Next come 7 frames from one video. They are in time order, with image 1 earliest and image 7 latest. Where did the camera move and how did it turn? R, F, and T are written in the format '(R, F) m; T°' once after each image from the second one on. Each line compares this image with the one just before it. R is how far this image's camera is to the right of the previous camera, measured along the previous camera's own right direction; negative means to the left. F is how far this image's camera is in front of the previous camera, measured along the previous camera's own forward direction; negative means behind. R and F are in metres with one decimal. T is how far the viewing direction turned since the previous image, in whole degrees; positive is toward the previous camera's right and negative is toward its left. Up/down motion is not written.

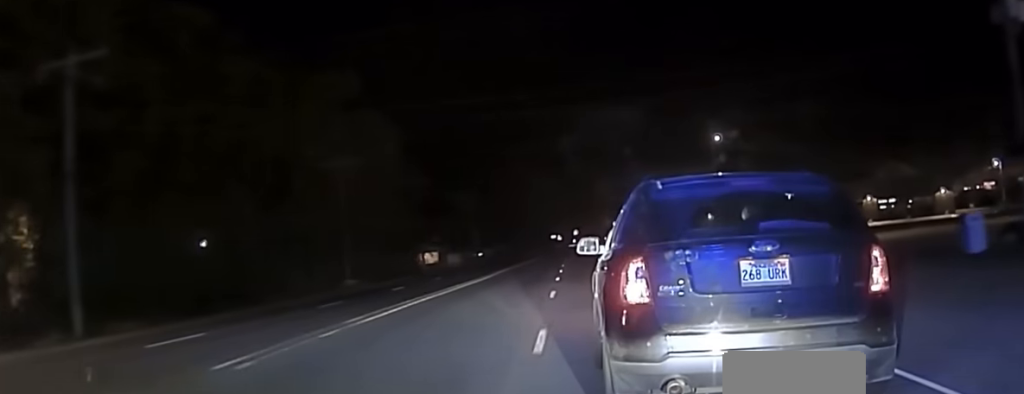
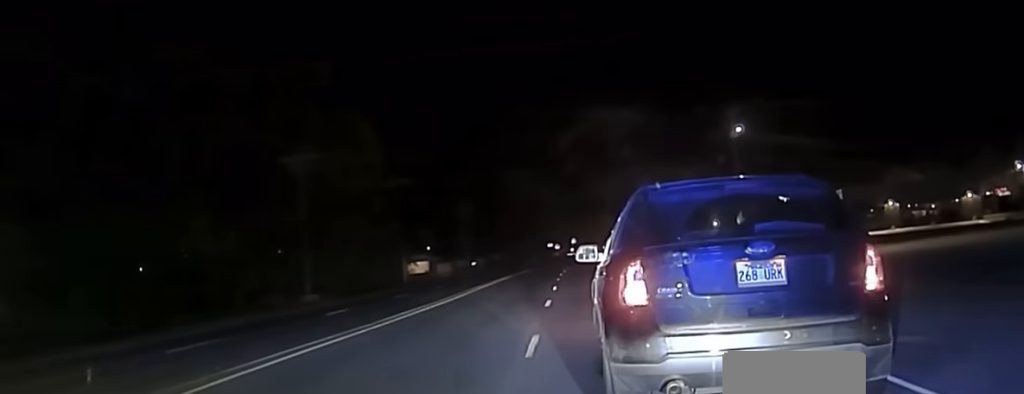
(-0.1, +9.3) m; -1°
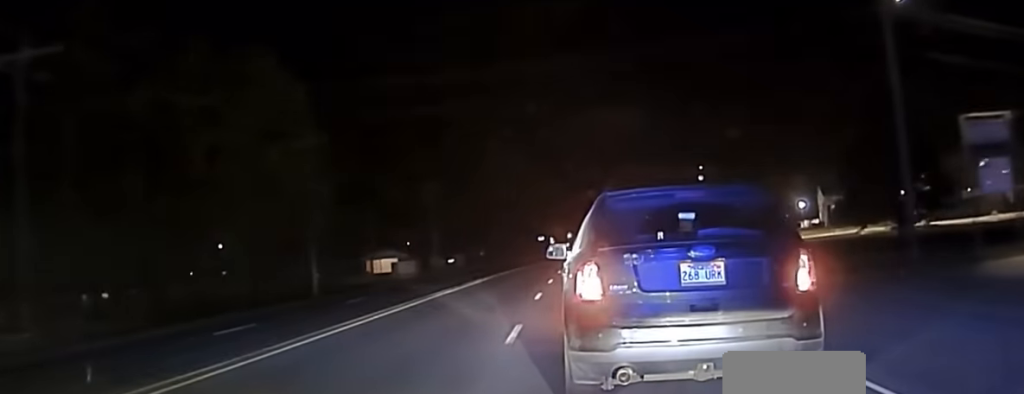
(+0.2, +33.7) m; +1°
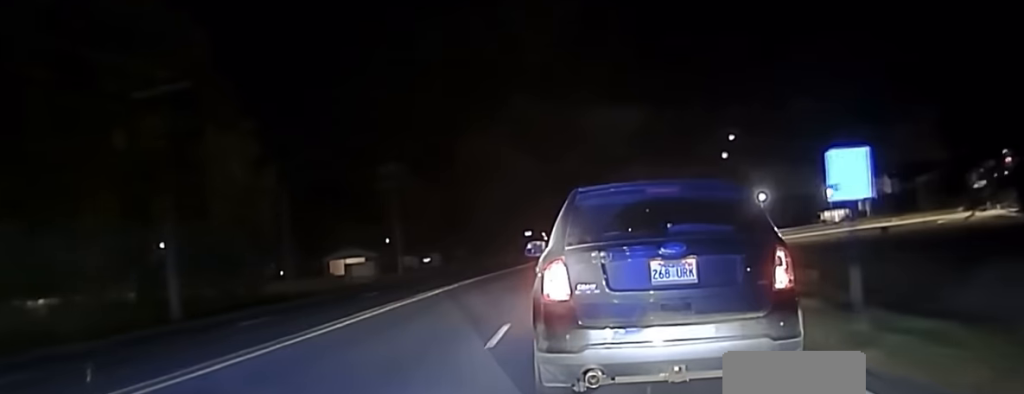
(0.0, +26.3) m; +1°
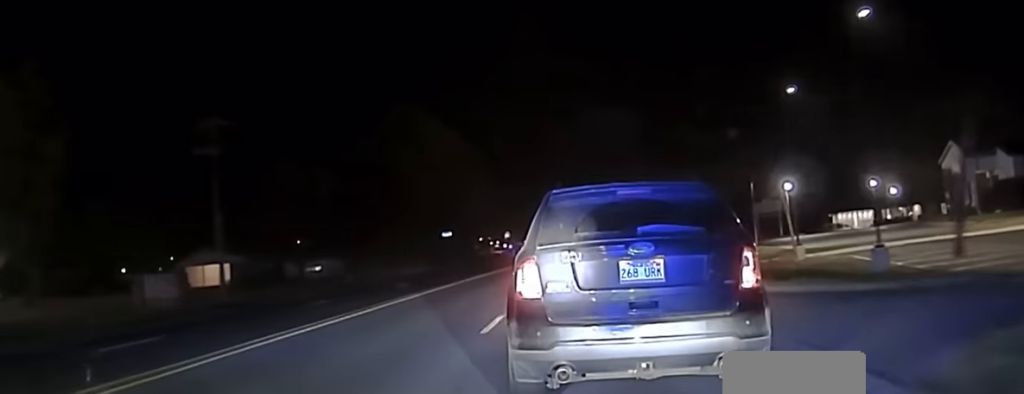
(+0.9, +44.9) m; +2°
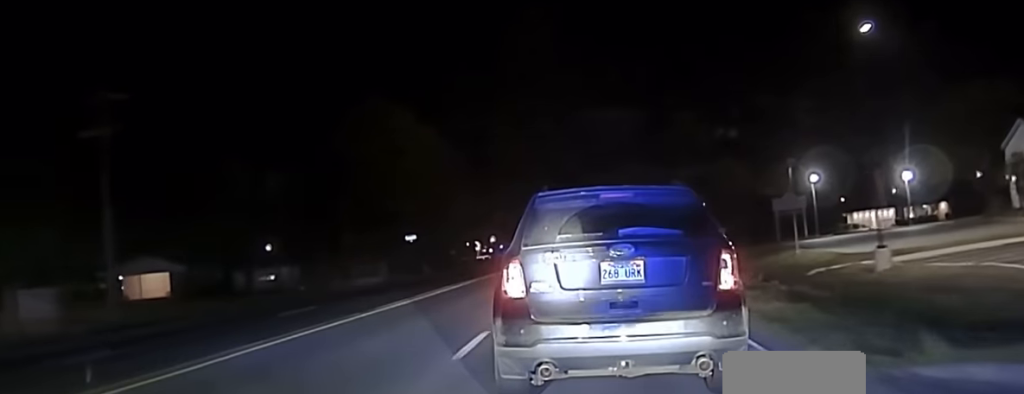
(+0.1, +13.8) m; +1°
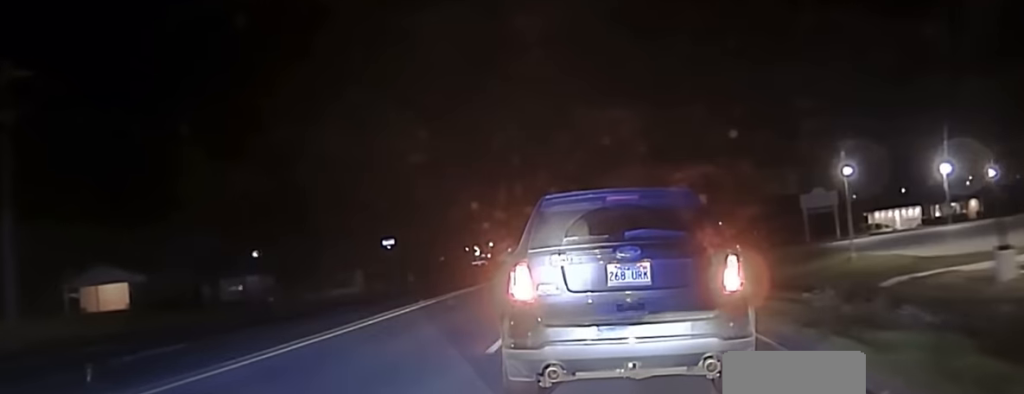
(0.0, +9.0) m; 0°
